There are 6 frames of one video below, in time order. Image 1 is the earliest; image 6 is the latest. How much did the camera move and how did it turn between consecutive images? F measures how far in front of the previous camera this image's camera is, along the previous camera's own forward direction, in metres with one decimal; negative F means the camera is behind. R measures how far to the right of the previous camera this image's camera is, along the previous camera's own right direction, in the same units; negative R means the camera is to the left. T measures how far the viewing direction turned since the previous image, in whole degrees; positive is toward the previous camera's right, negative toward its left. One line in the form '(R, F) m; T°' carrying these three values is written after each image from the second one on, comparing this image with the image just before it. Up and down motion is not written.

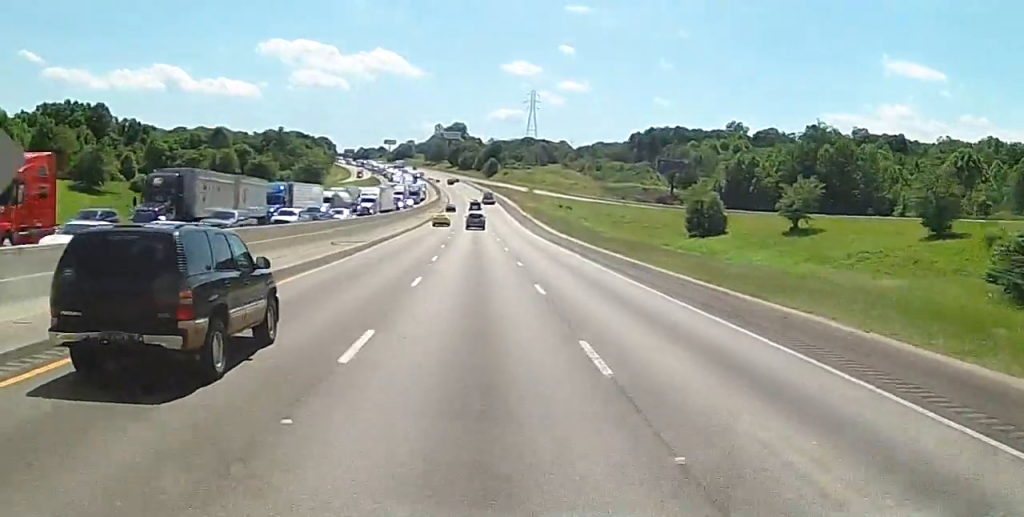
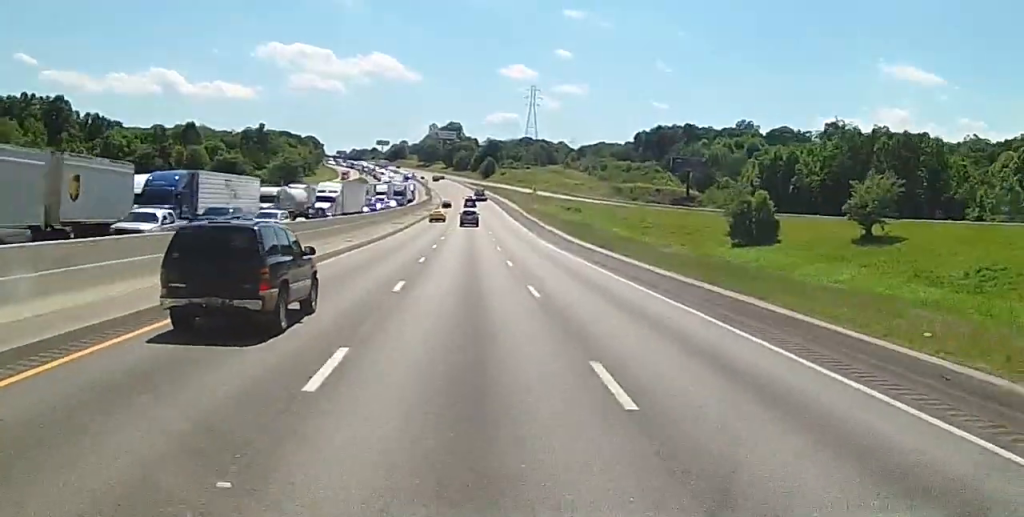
(-0.1, +26.6) m; -1°
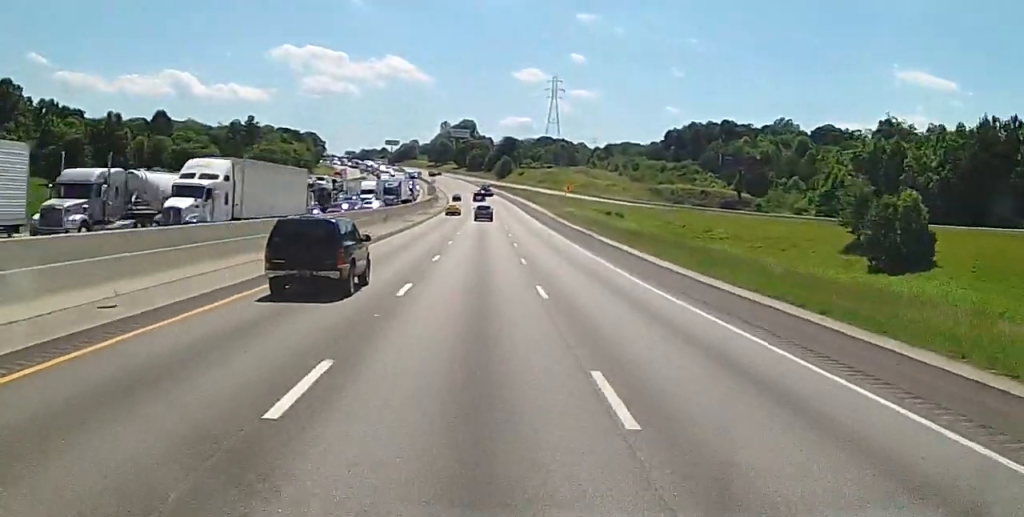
(-0.2, +38.5) m; 0°
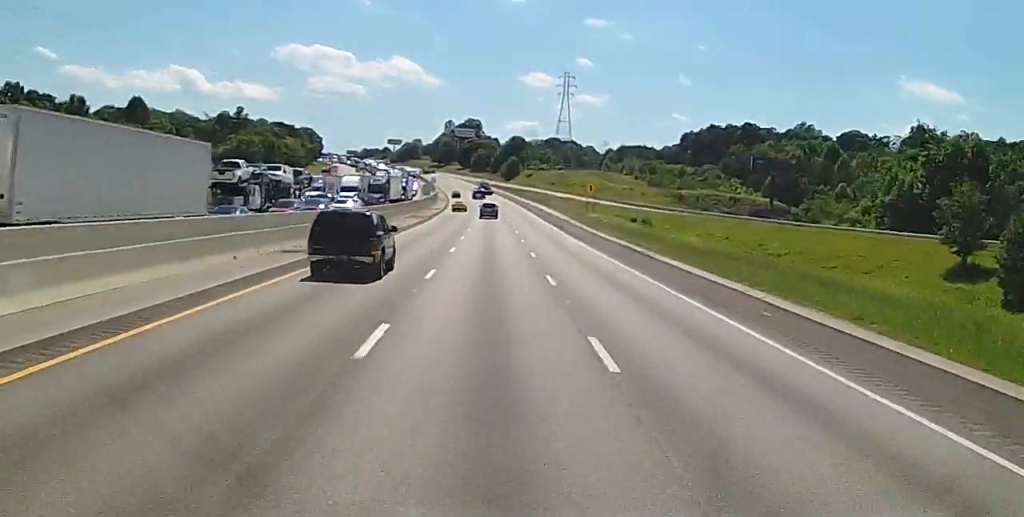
(-0.1, +21.7) m; 0°
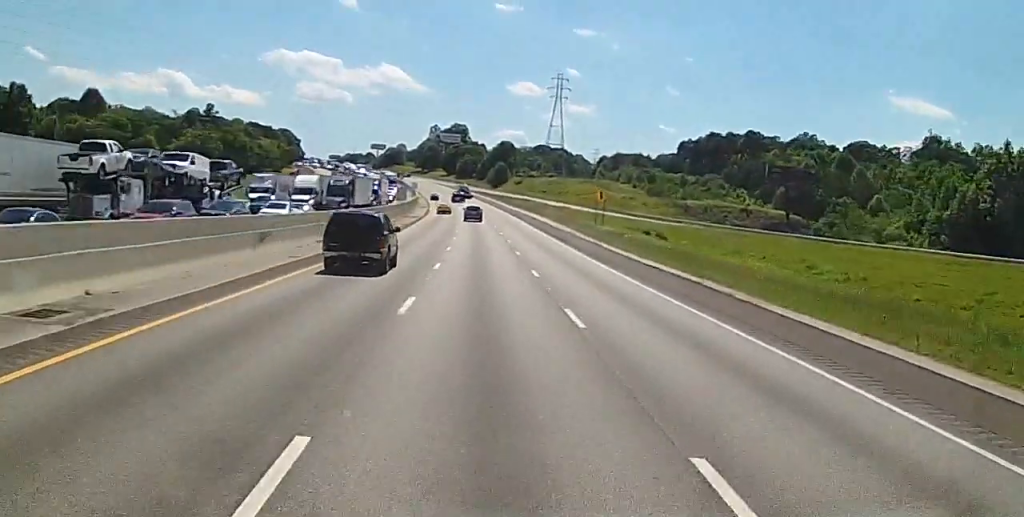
(0.0, +19.8) m; 0°
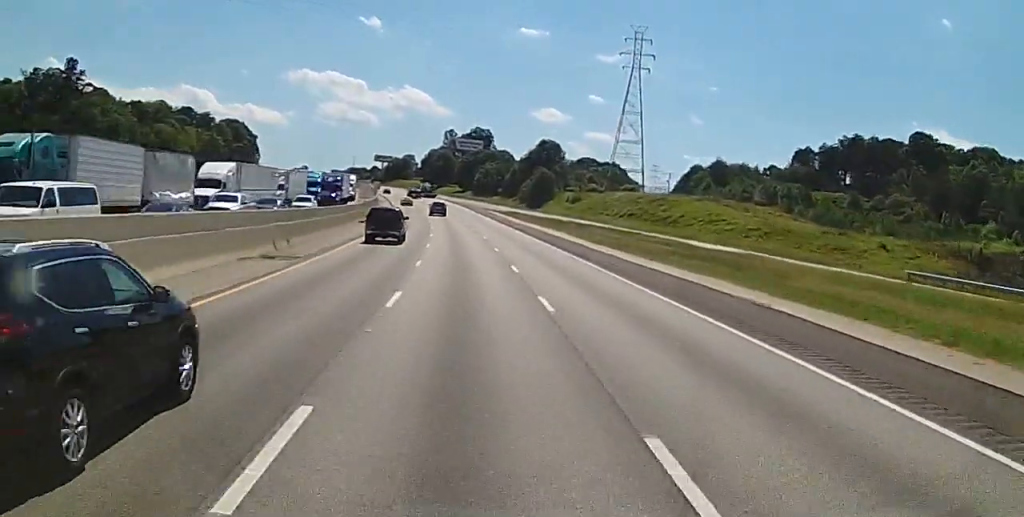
(-1.2, +110.8) m; -2°
